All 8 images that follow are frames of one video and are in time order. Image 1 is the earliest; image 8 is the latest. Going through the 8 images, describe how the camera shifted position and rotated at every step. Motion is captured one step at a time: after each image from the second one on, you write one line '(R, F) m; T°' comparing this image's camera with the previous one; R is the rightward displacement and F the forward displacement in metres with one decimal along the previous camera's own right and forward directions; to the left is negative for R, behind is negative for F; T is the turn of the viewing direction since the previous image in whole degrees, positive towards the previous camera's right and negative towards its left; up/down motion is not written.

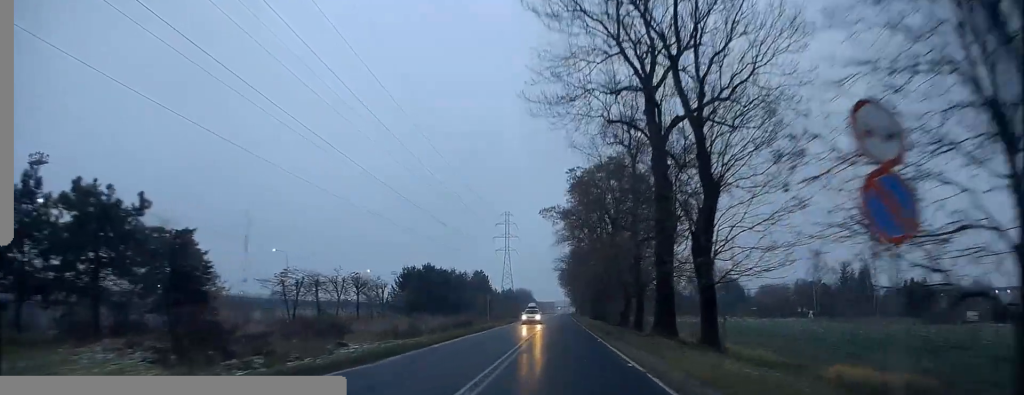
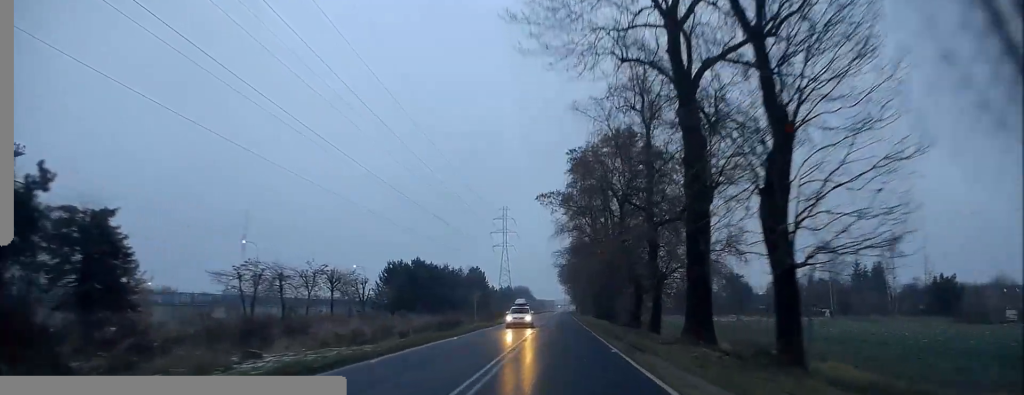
(+0.1, +6.4) m; 0°
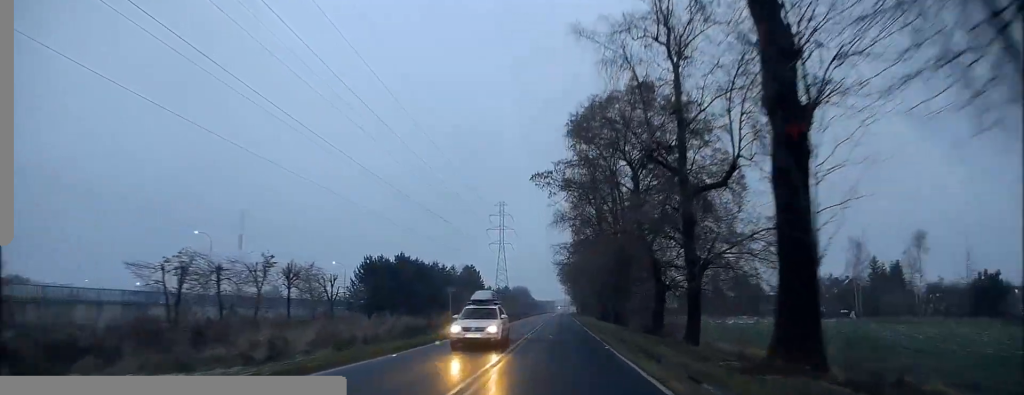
(-0.1, +9.0) m; -1°
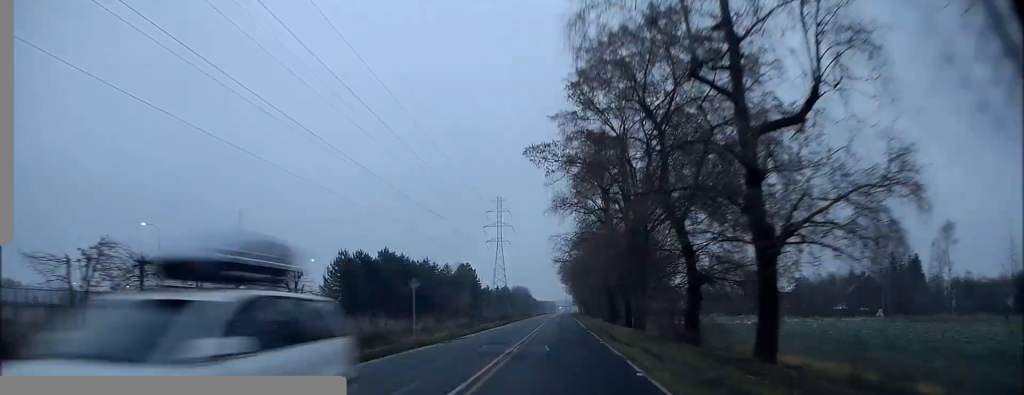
(-0.1, +8.2) m; -1°
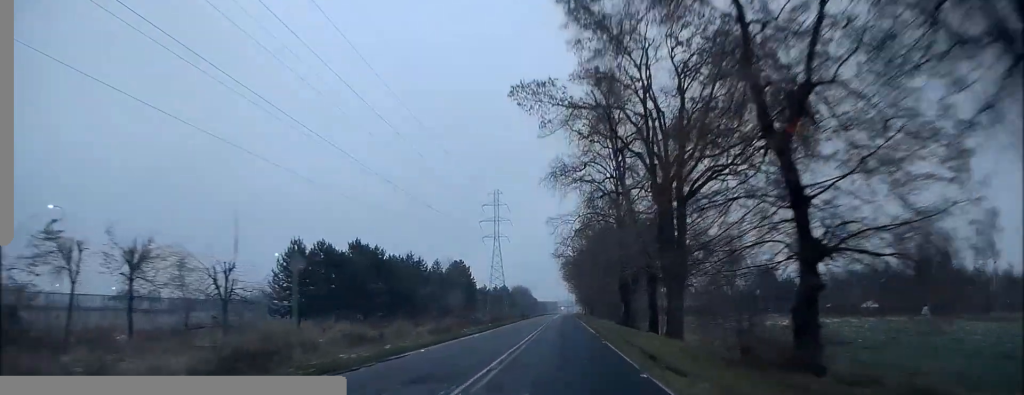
(-0.1, +11.9) m; +1°
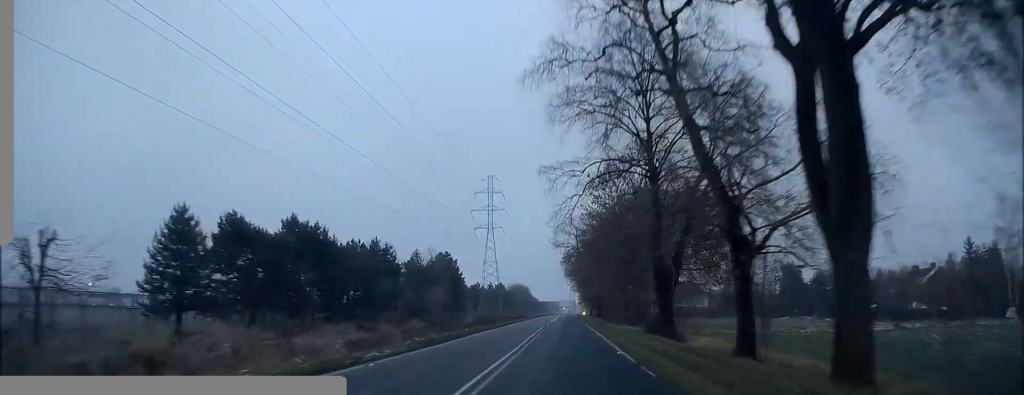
(+0.4, +17.6) m; 0°
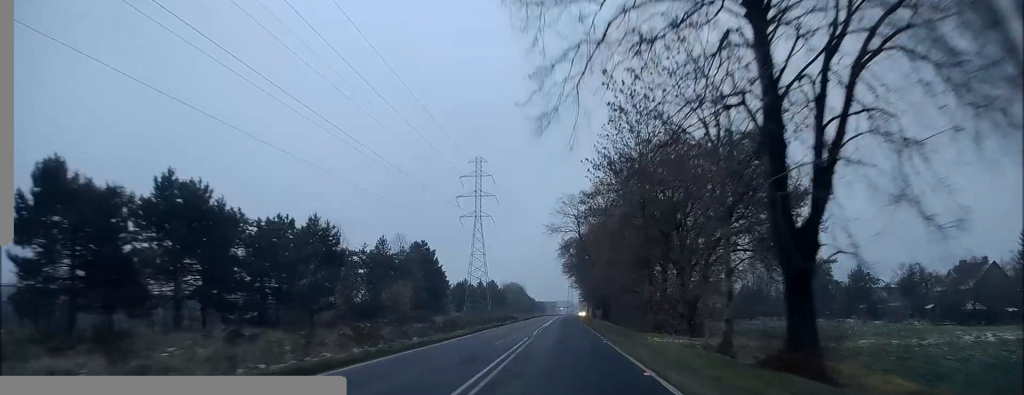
(-0.3, +18.3) m; -1°
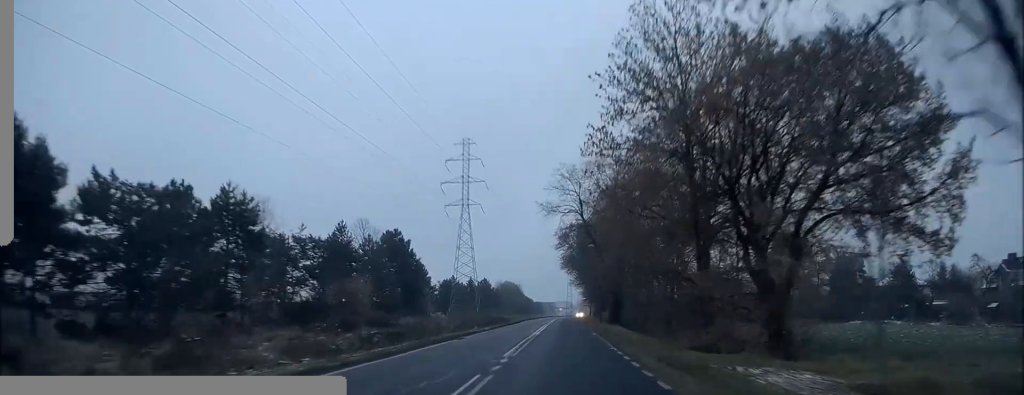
(0.0, +15.4) m; 0°
